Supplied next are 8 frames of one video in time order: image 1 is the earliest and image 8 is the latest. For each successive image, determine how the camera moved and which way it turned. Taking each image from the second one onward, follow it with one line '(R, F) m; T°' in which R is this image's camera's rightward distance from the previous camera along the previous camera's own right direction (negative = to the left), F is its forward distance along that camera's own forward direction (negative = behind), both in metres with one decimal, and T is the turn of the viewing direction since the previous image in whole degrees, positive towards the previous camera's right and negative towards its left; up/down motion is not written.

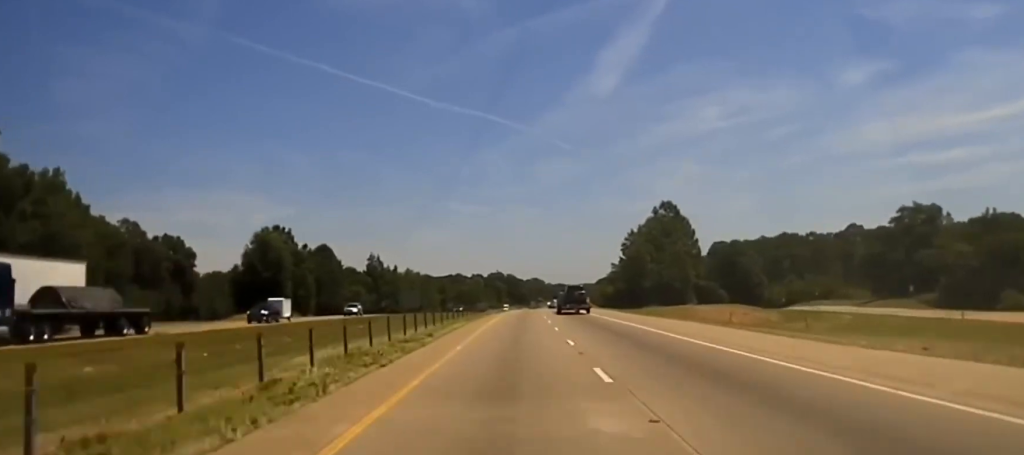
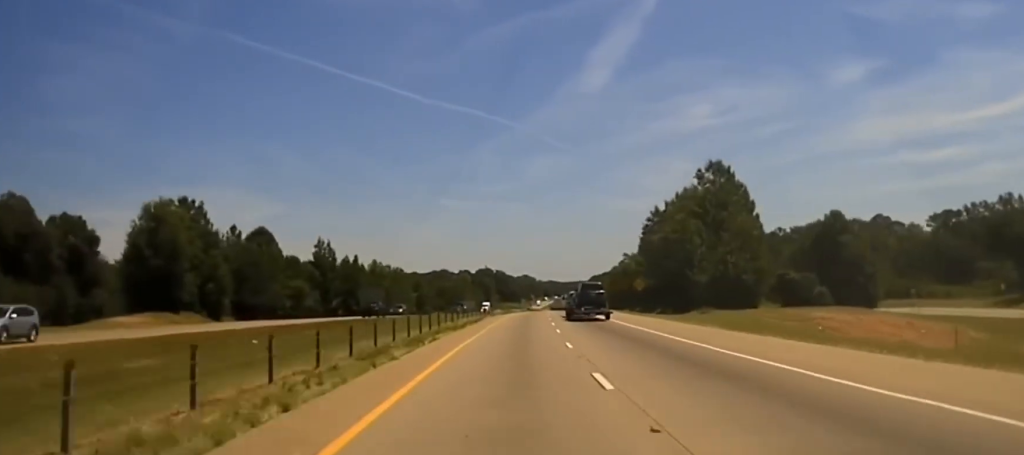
(+0.1, +37.8) m; +1°
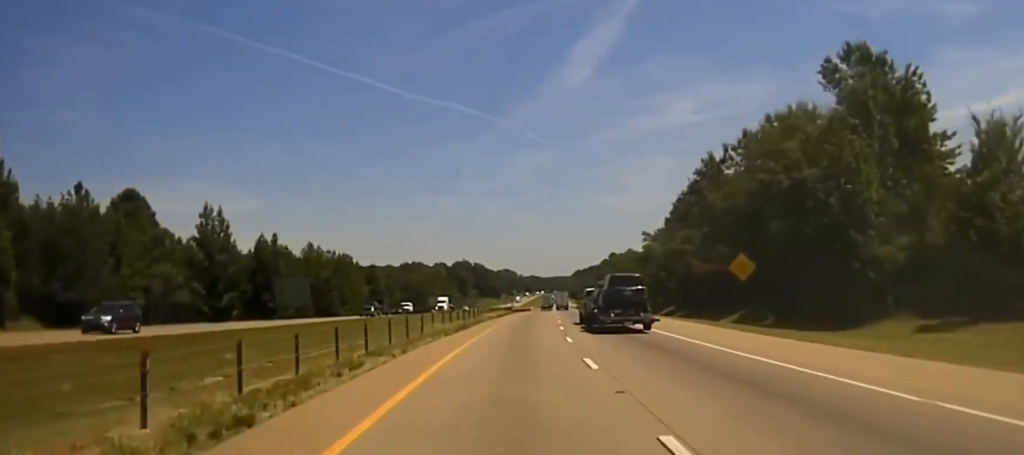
(+0.6, +46.3) m; +2°
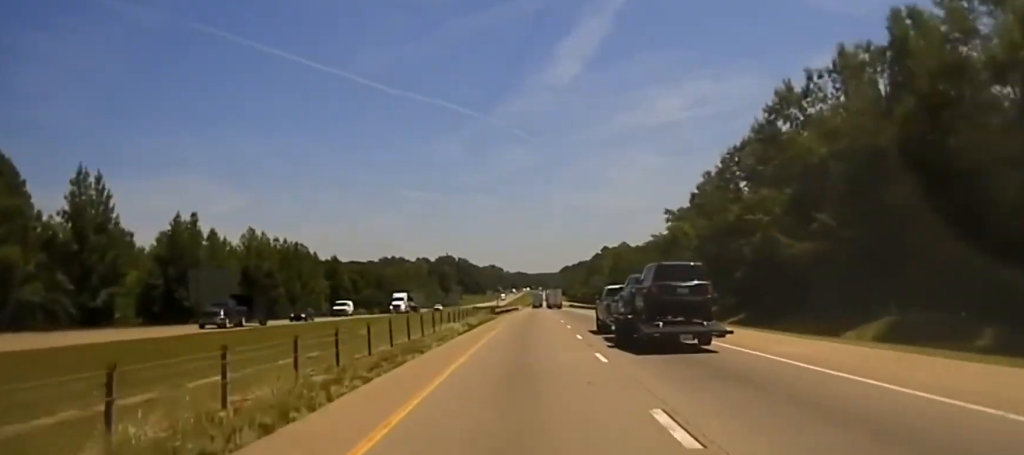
(+0.2, +31.4) m; +1°
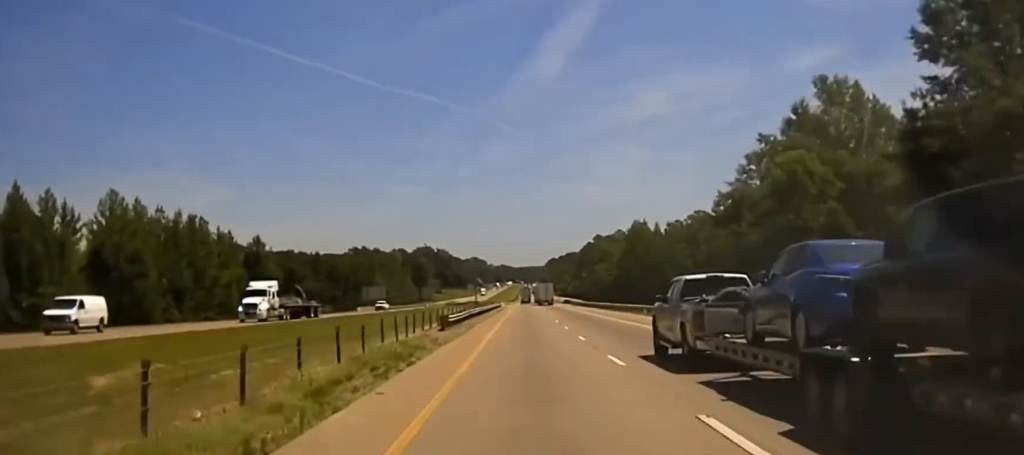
(+0.4, +51.4) m; +1°
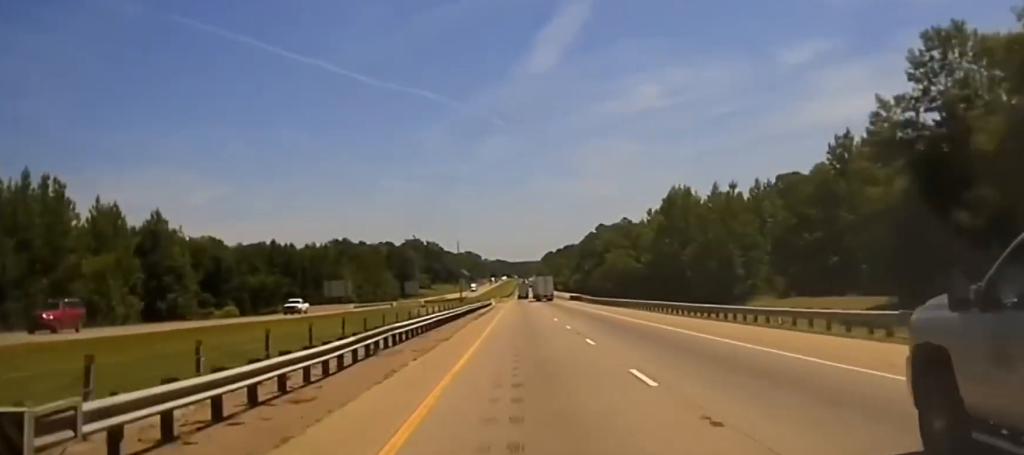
(0.0, +50.2) m; 0°
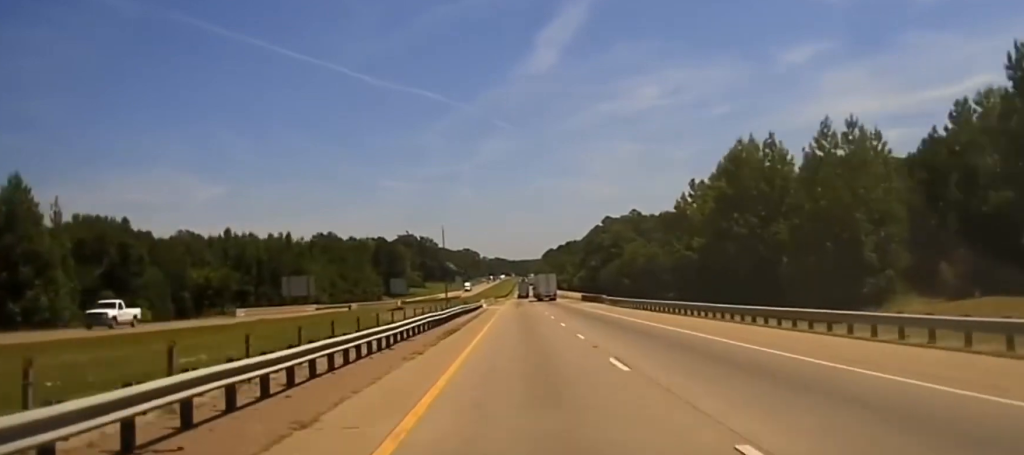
(+0.1, +41.8) m; 0°
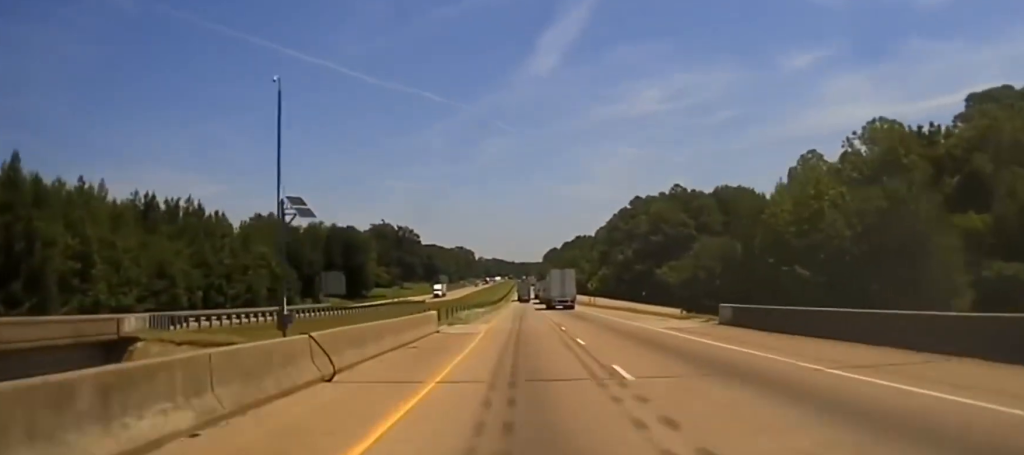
(-0.2, +103.9) m; 0°
